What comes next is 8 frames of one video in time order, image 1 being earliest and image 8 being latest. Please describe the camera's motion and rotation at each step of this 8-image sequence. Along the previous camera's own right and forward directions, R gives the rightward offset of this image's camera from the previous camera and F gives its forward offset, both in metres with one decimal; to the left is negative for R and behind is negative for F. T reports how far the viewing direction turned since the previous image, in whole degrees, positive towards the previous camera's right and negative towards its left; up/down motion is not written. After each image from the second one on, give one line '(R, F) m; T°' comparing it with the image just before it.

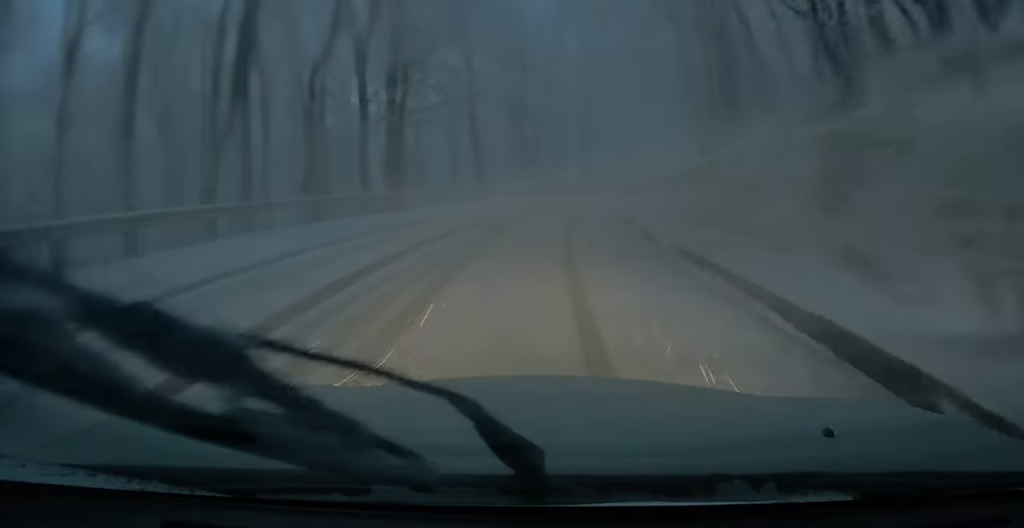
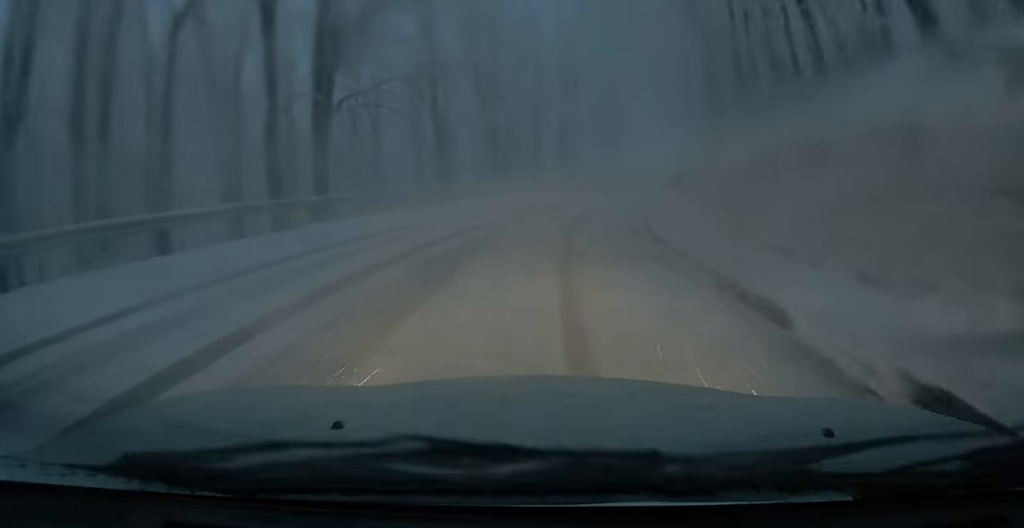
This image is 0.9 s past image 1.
(0.0, +7.3) m; -1°
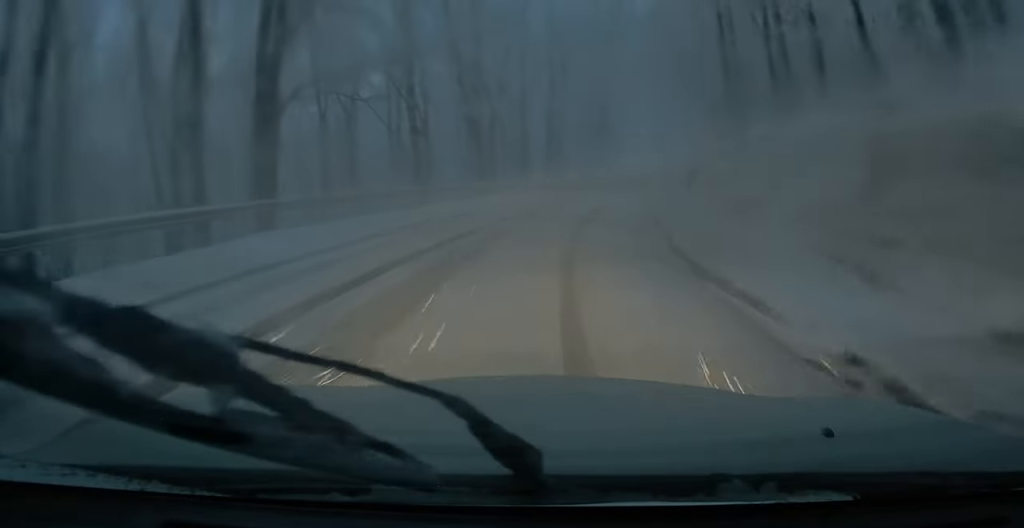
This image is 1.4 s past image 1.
(0.0, +4.0) m; -1°
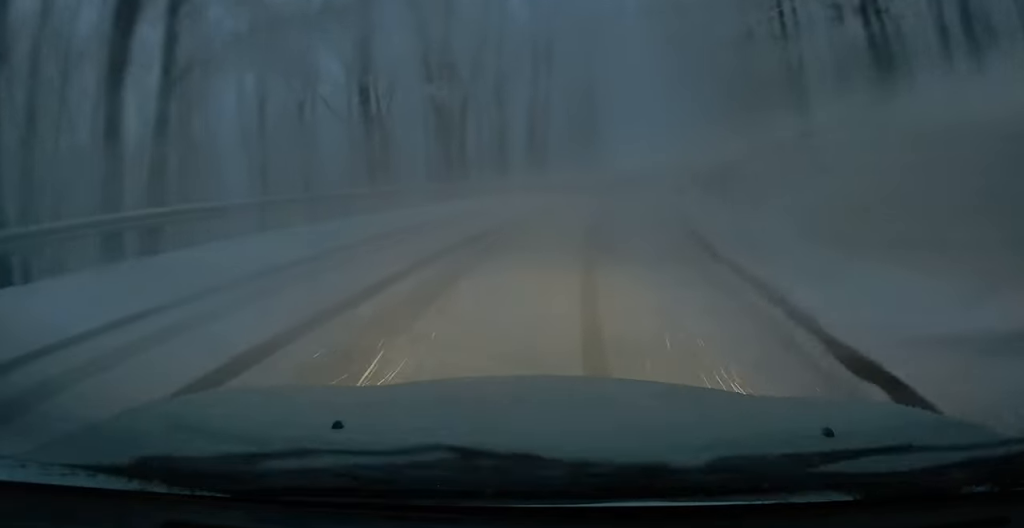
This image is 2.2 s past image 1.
(-0.1, +6.5) m; -1°
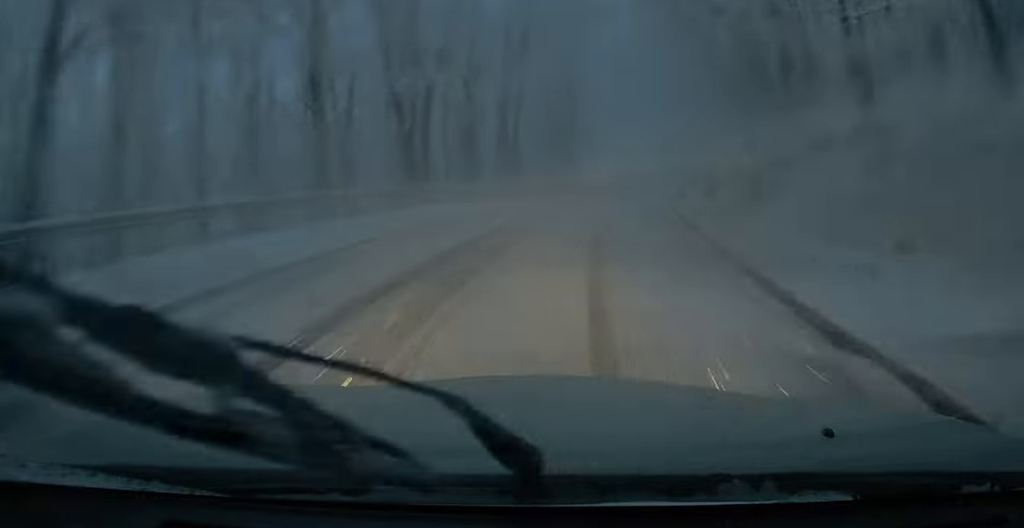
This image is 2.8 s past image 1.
(0.0, +4.0) m; +2°
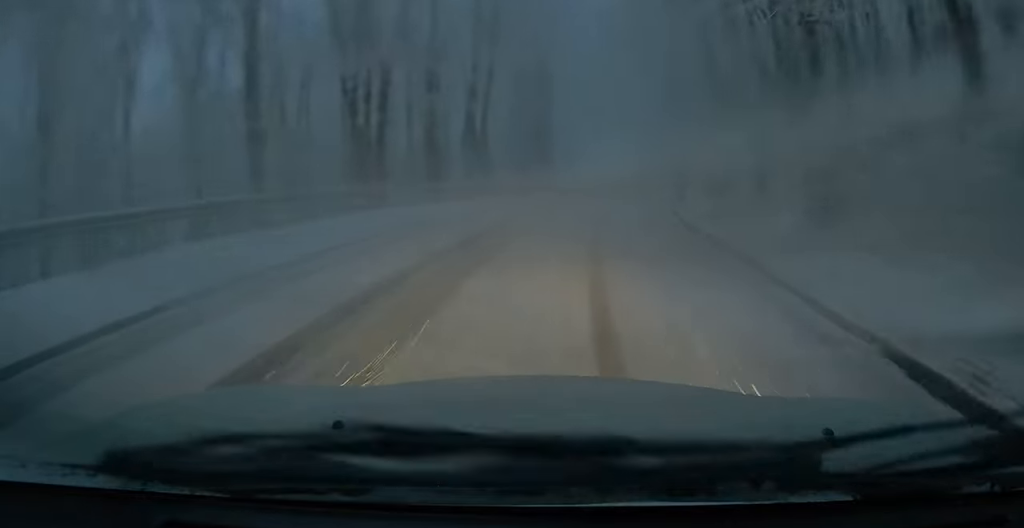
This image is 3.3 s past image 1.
(0.0, +3.7) m; +2°
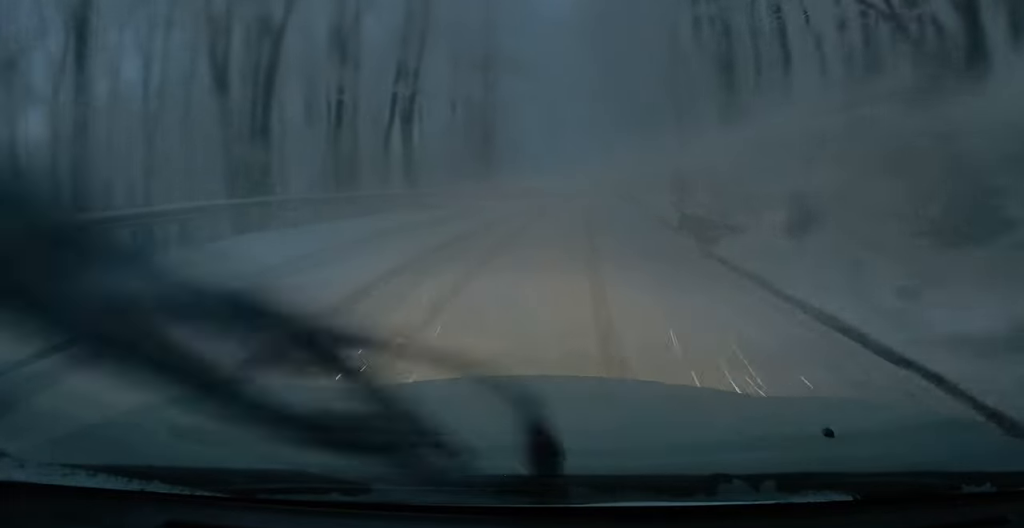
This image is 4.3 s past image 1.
(+0.4, +7.2) m; +3°
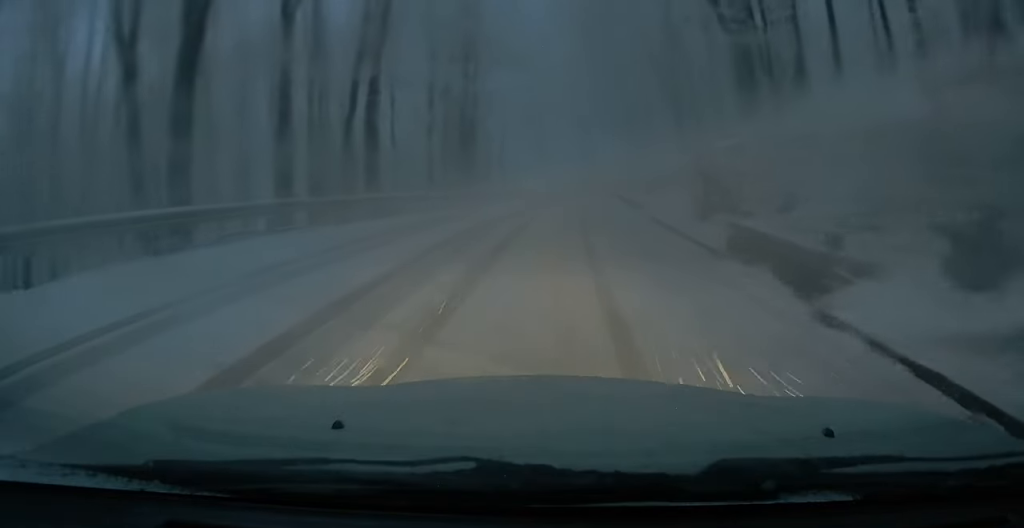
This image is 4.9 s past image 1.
(0.0, +3.9) m; 0°
